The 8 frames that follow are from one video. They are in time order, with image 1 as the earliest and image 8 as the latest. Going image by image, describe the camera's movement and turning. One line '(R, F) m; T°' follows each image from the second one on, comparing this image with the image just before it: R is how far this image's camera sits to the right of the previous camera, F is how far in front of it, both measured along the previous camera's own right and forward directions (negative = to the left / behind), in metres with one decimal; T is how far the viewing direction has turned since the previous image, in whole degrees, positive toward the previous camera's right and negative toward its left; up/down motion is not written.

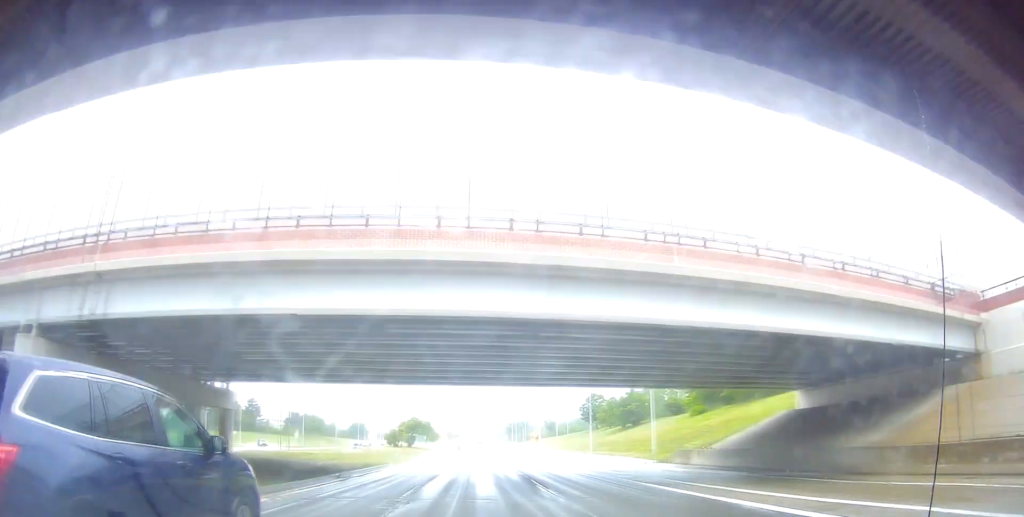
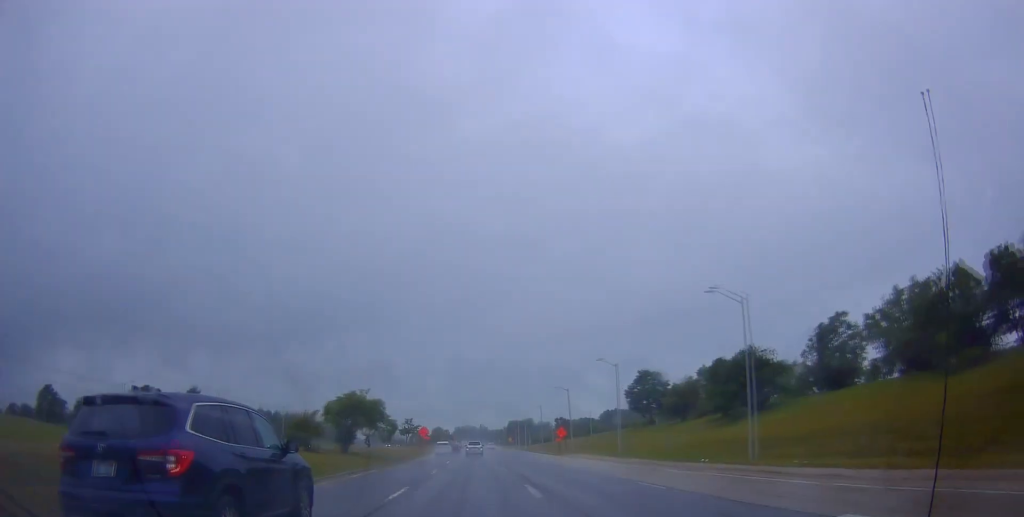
(-0.7, +45.8) m; 0°
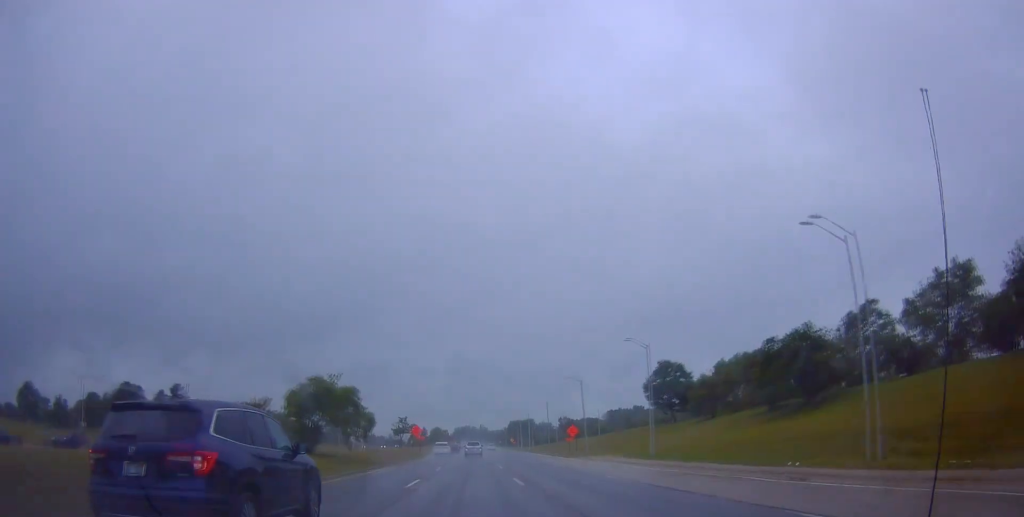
(+0.1, +10.6) m; +1°
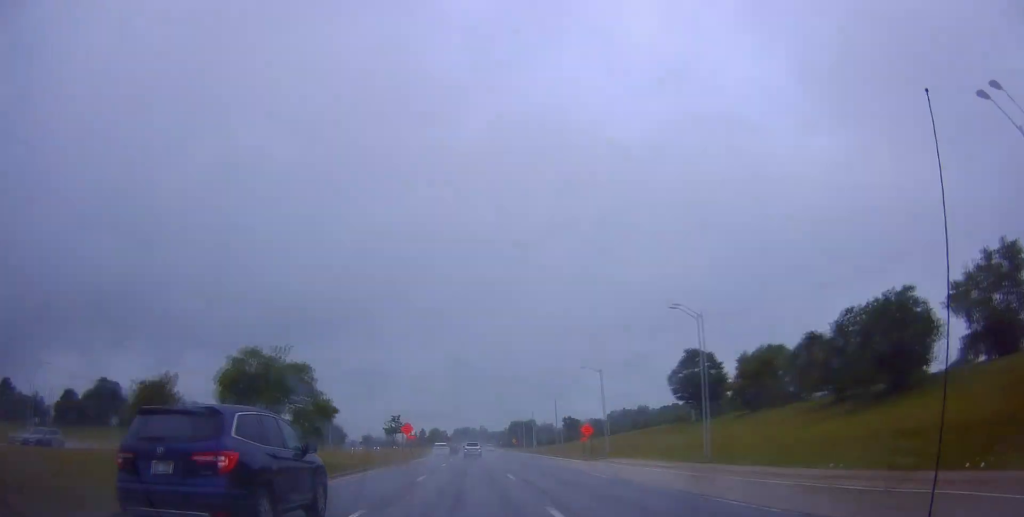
(+0.2, +11.3) m; +1°
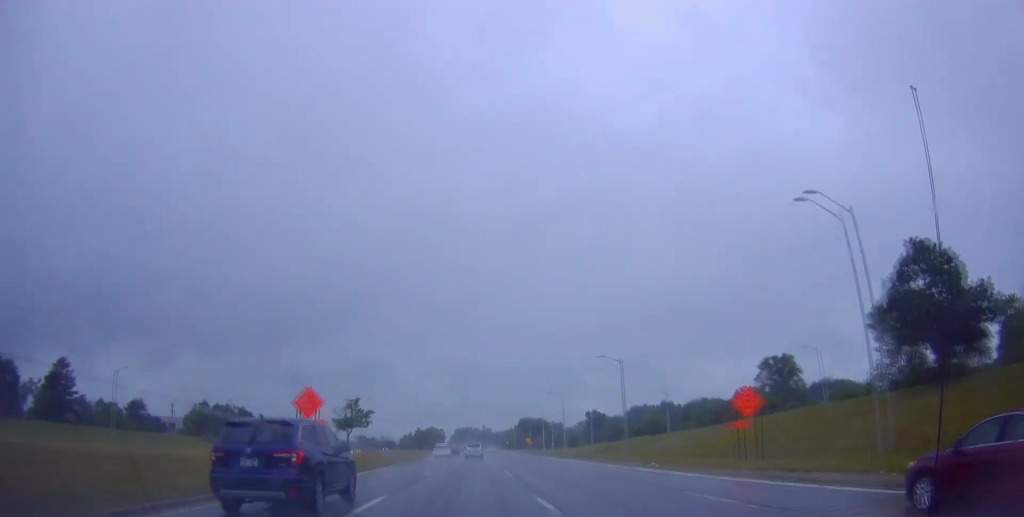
(+0.3, +43.4) m; -1°
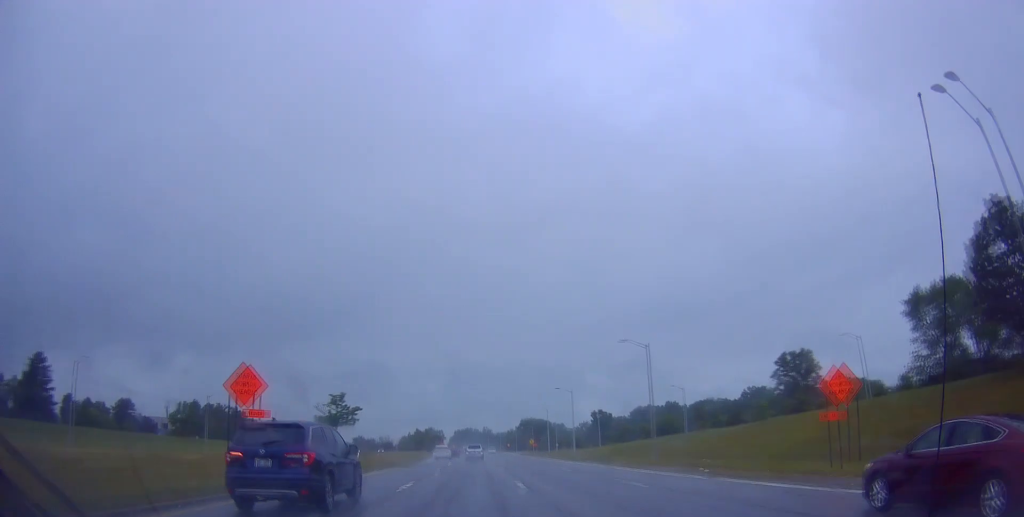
(-0.1, +8.5) m; 0°
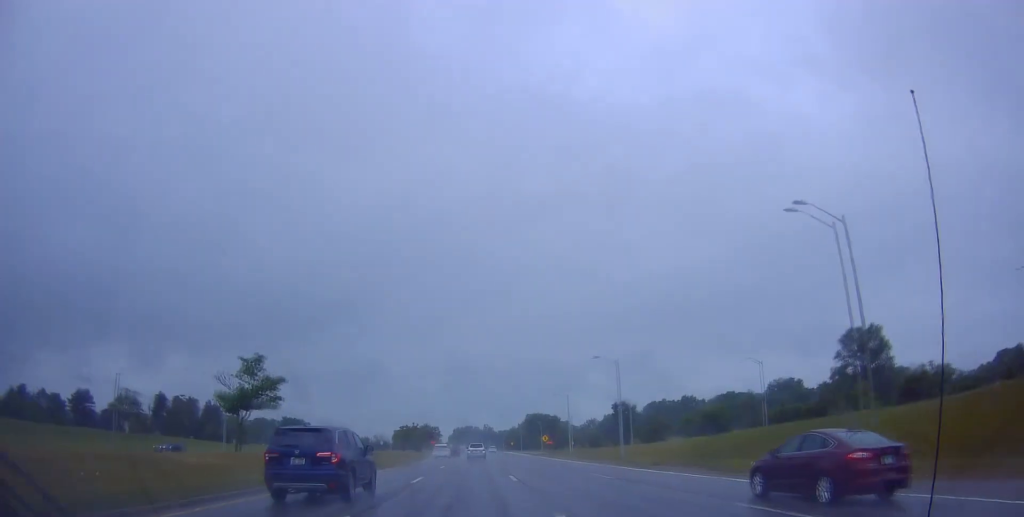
(-0.2, +27.1) m; 0°
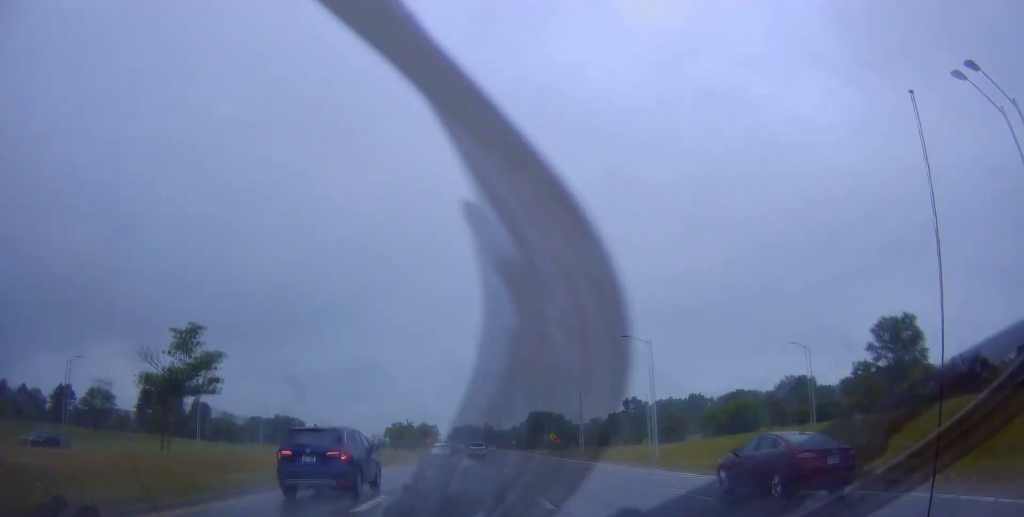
(+0.3, +10.7) m; 0°
